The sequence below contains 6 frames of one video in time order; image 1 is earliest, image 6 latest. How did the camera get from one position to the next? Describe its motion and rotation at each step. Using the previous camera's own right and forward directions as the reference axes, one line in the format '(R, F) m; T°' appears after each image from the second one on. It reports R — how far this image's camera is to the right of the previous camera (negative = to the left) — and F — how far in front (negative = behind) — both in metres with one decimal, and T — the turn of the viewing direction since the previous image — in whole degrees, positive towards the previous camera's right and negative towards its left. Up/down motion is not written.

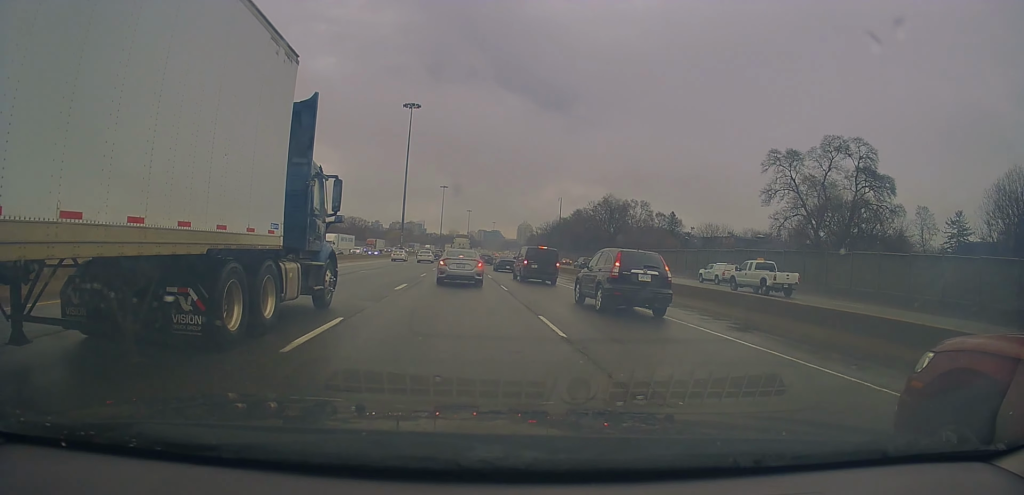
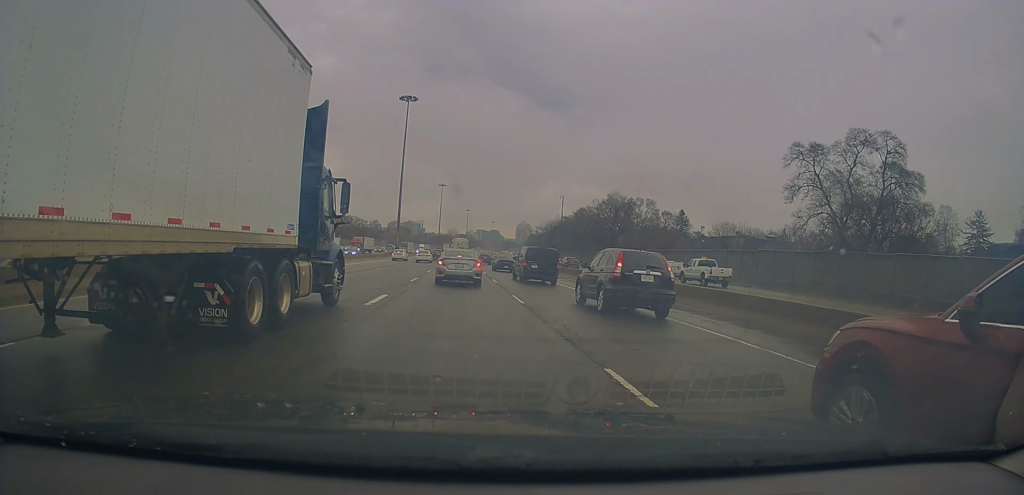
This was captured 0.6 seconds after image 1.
(-0.1, +5.7) m; -1°
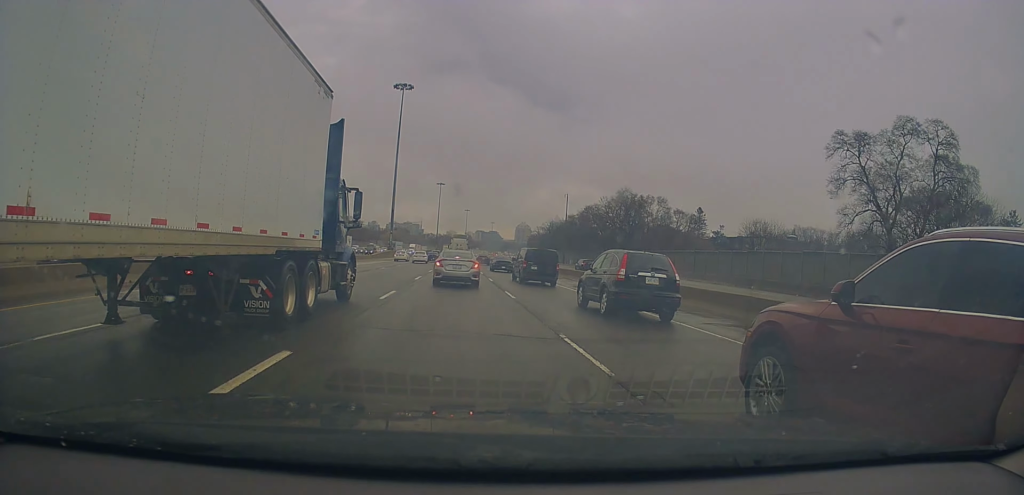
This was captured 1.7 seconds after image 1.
(-0.1, +9.4) m; +2°
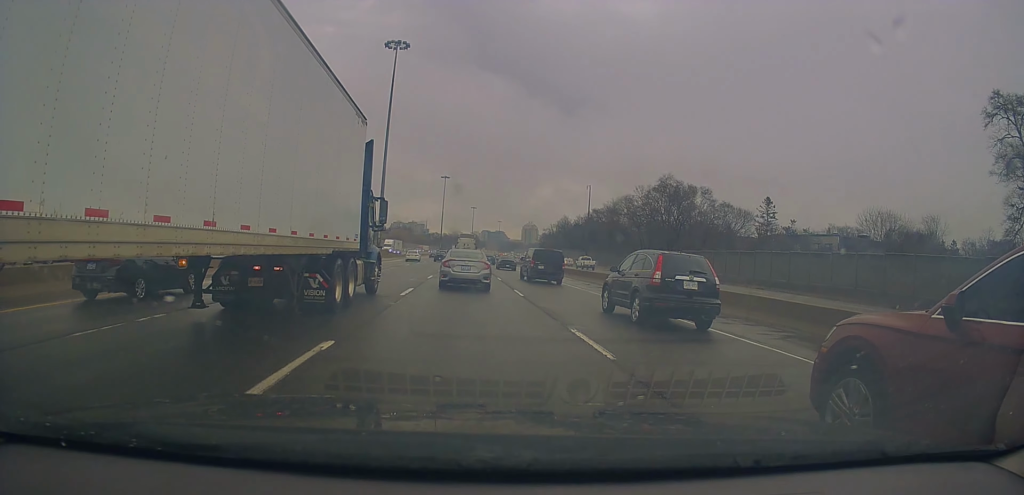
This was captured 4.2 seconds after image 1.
(+0.6, +21.5) m; +1°
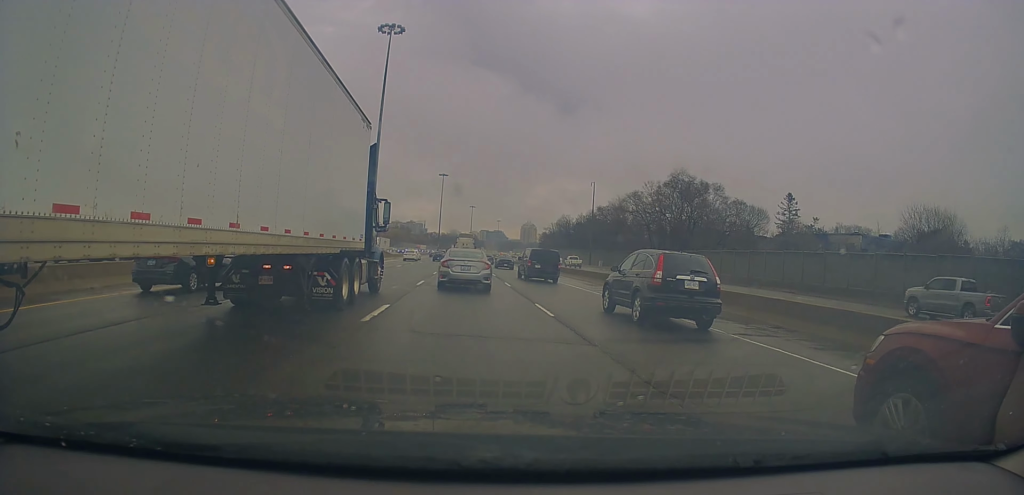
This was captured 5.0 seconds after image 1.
(+0.1, +6.4) m; -1°
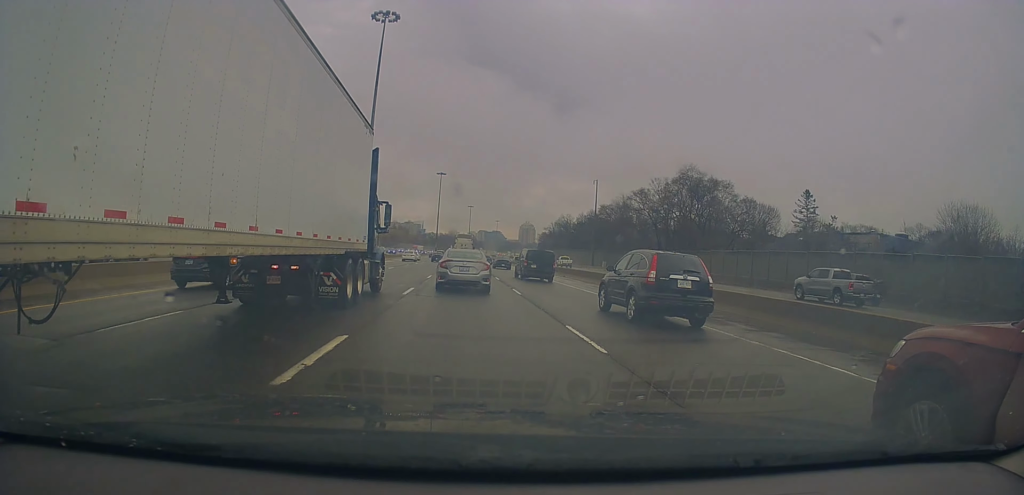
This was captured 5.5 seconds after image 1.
(0.0, +4.7) m; 0°
